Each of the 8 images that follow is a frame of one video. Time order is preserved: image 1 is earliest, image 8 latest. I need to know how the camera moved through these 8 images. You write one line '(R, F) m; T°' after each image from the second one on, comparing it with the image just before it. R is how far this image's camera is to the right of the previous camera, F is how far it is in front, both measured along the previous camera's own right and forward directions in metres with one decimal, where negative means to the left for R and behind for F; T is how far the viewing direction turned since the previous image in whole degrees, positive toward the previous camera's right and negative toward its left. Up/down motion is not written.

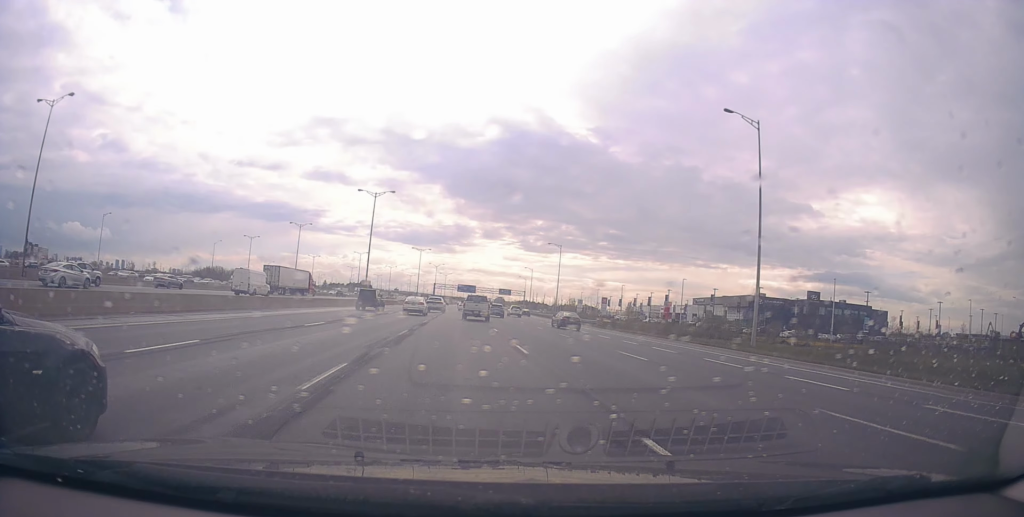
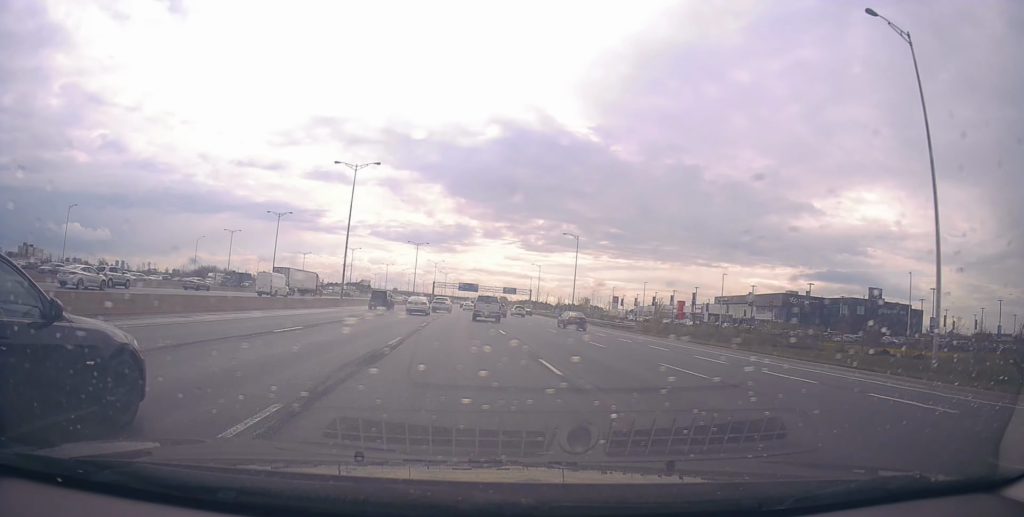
(0.0, +16.5) m; 0°
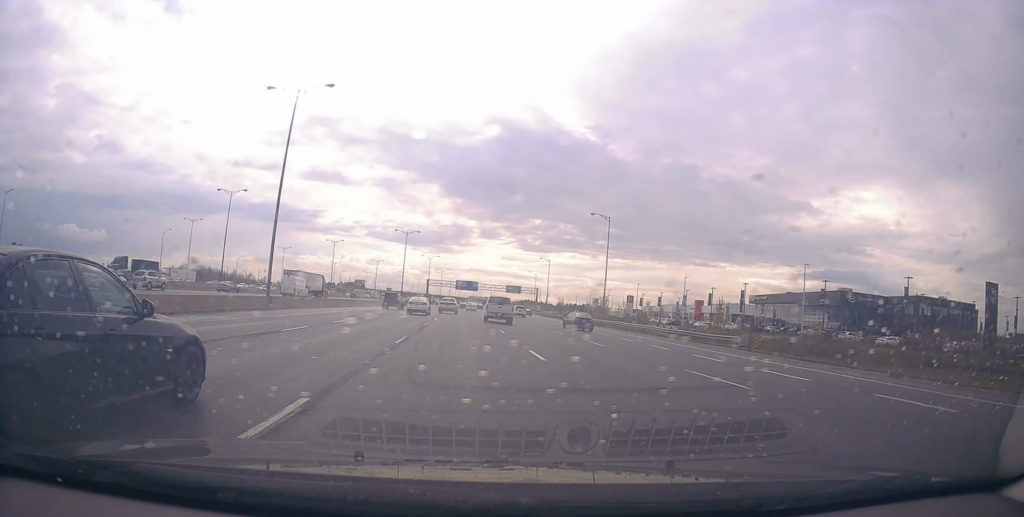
(+0.2, +23.3) m; +1°
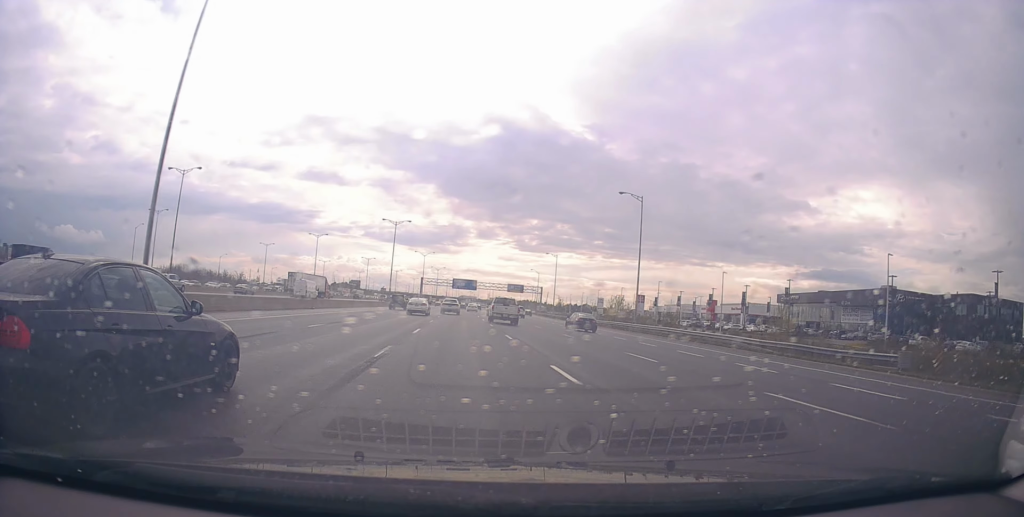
(+0.1, +16.4) m; 0°
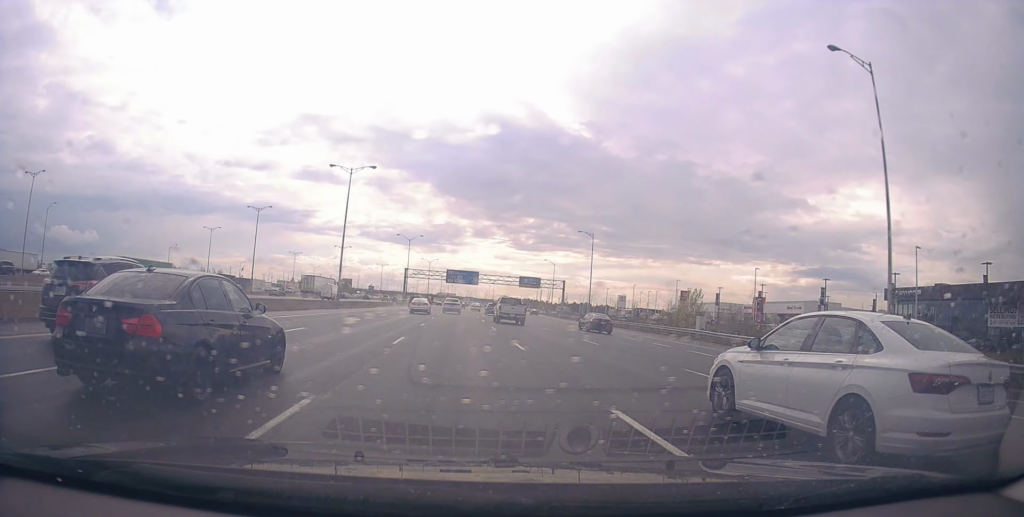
(-0.6, +41.2) m; 0°
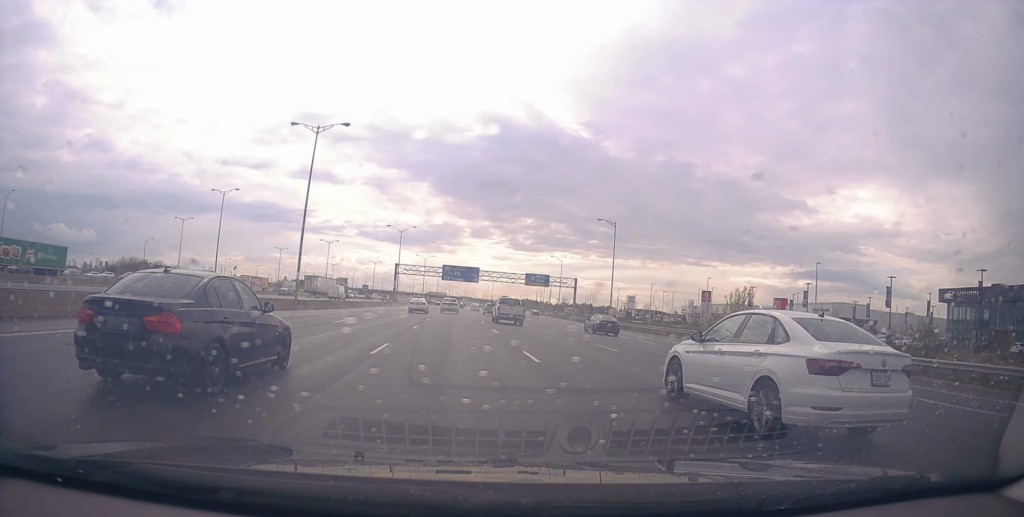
(+0.3, +15.0) m; +1°
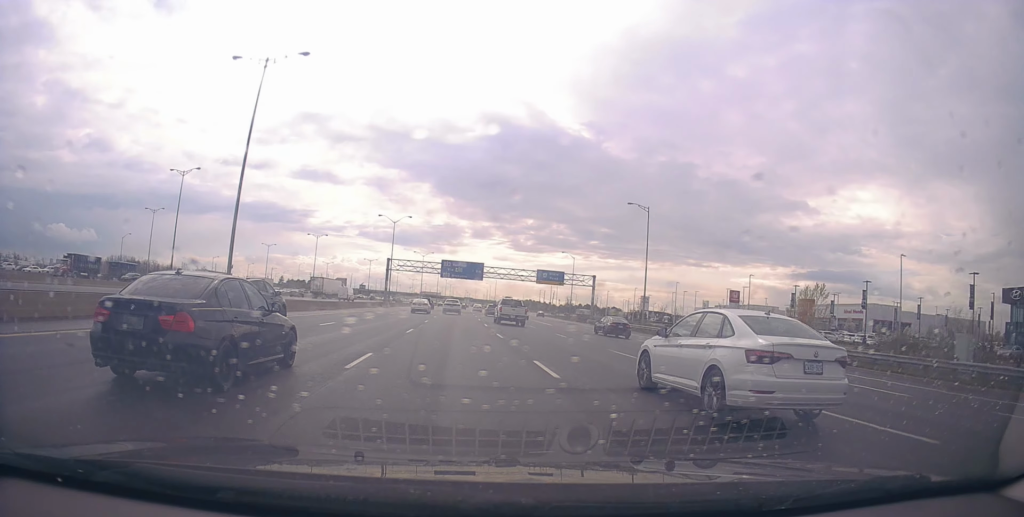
(+0.1, +14.7) m; 0°
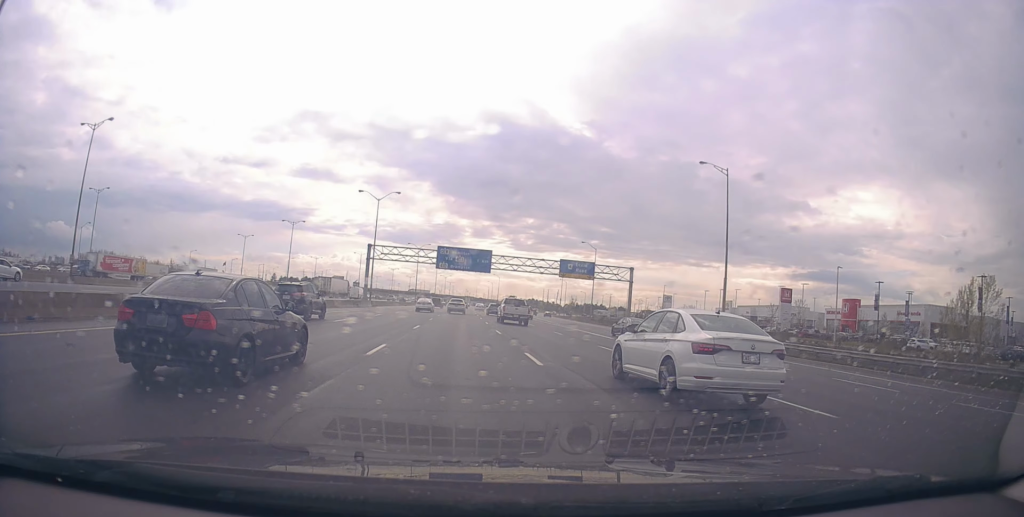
(-0.1, +21.8) m; 0°
